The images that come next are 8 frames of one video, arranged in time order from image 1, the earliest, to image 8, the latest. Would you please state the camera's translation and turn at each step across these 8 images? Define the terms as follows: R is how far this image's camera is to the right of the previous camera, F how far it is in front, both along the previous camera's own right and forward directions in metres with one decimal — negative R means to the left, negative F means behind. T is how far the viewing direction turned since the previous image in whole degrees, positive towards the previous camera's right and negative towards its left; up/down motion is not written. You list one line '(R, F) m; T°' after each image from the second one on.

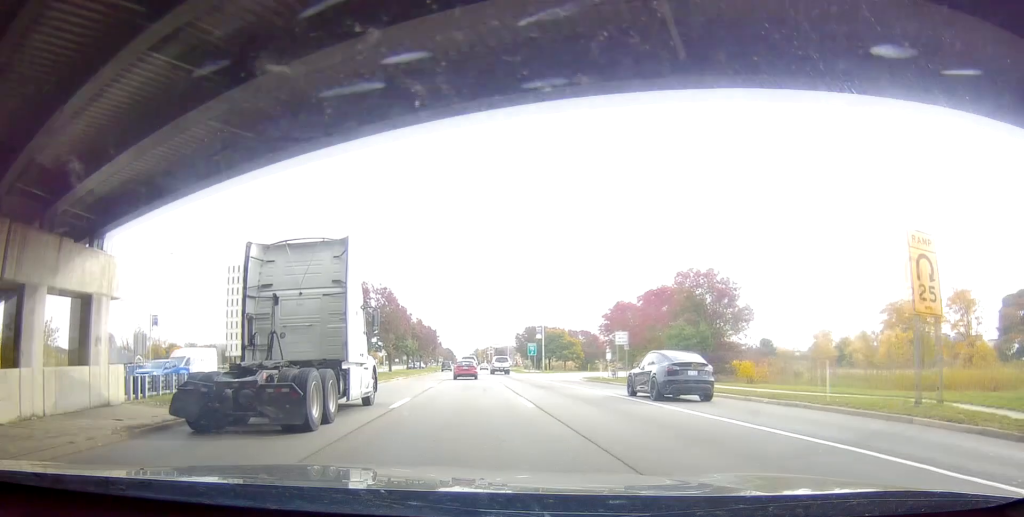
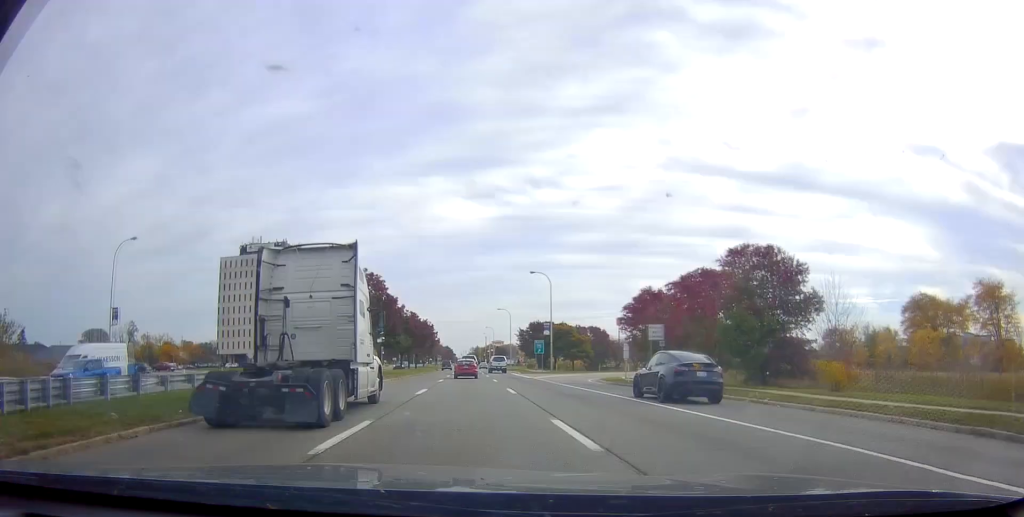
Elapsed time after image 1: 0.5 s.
(-0.1, +7.9) m; +1°
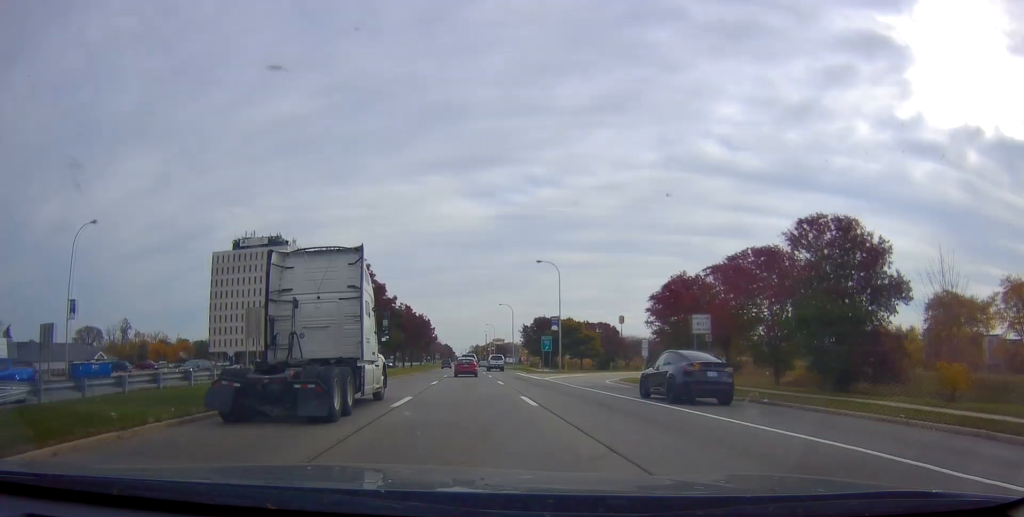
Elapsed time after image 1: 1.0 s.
(+0.1, +7.1) m; +2°
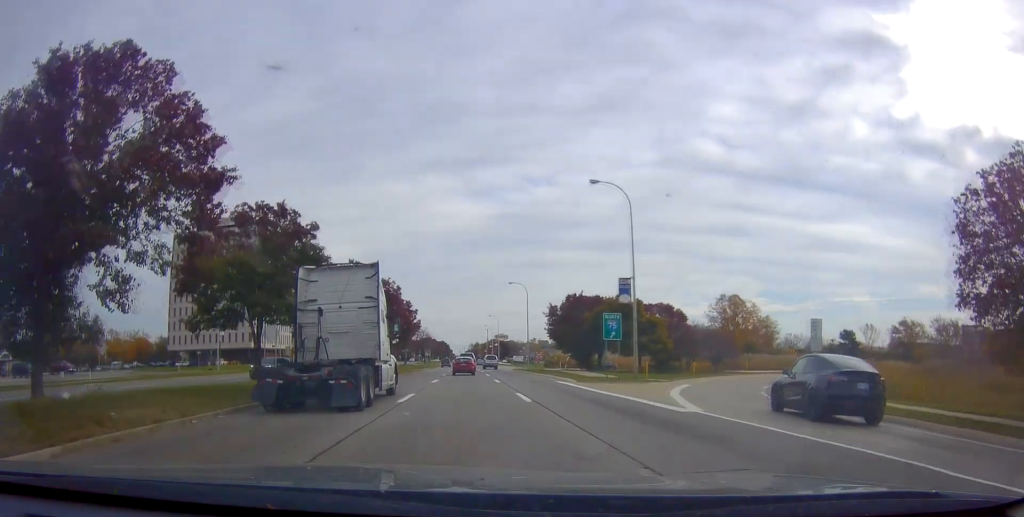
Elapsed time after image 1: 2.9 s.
(+0.6, +30.7) m; 0°
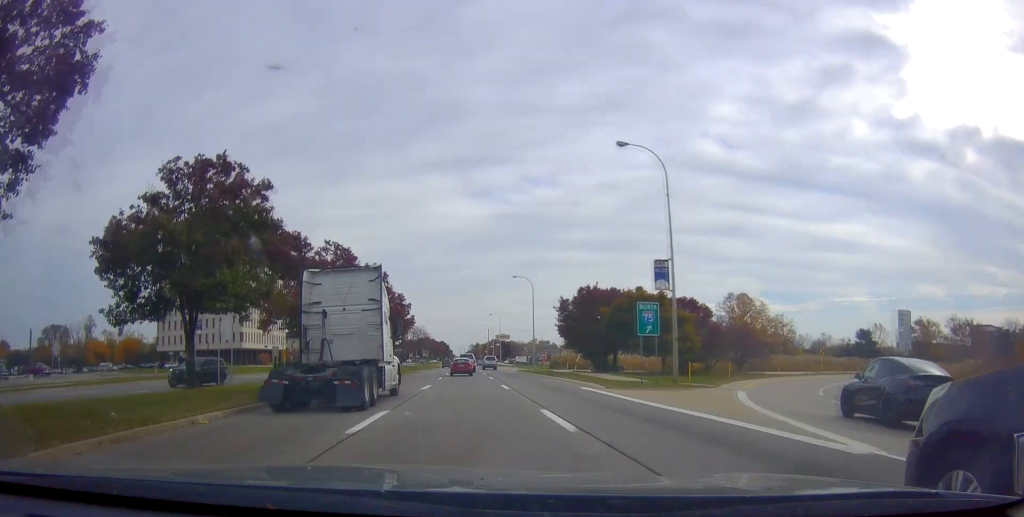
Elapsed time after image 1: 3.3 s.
(-0.1, +7.3) m; -1°
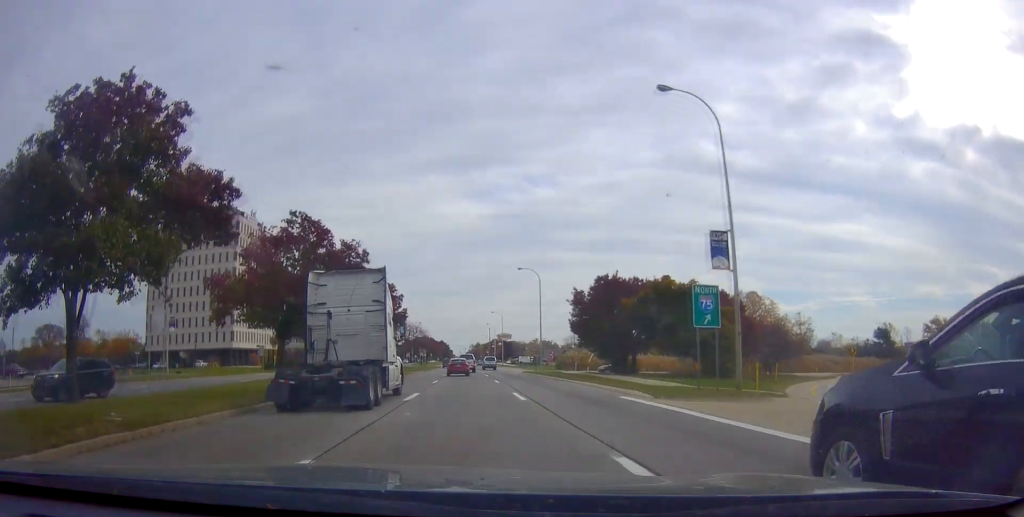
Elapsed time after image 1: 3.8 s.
(0.0, +7.4) m; +1°
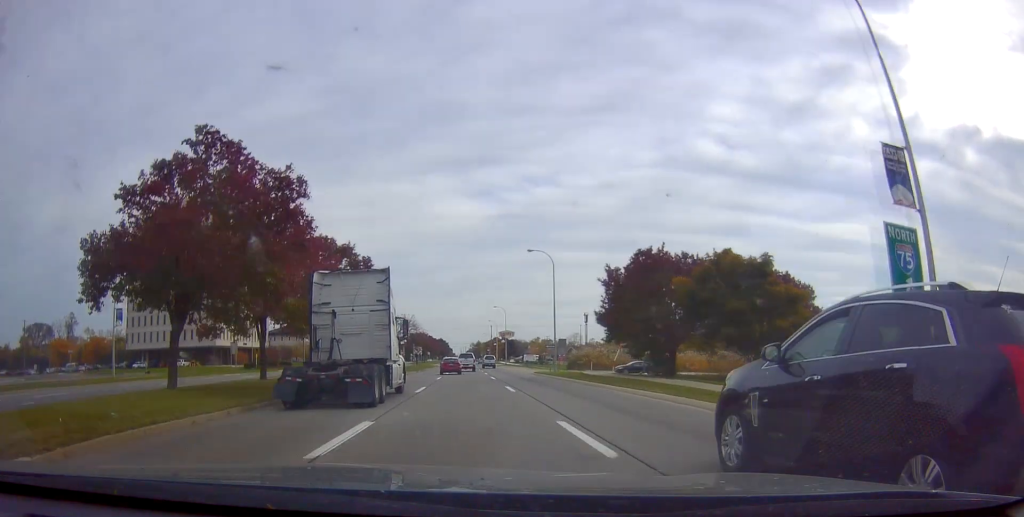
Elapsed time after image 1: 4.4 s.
(0.0, +11.4) m; +1°
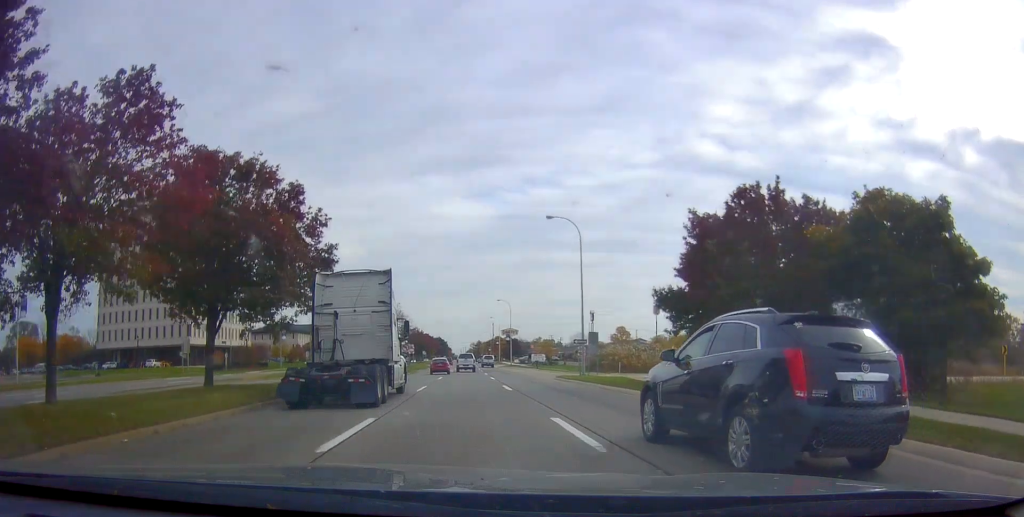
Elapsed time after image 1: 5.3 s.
(+0.4, +14.9) m; 0°
